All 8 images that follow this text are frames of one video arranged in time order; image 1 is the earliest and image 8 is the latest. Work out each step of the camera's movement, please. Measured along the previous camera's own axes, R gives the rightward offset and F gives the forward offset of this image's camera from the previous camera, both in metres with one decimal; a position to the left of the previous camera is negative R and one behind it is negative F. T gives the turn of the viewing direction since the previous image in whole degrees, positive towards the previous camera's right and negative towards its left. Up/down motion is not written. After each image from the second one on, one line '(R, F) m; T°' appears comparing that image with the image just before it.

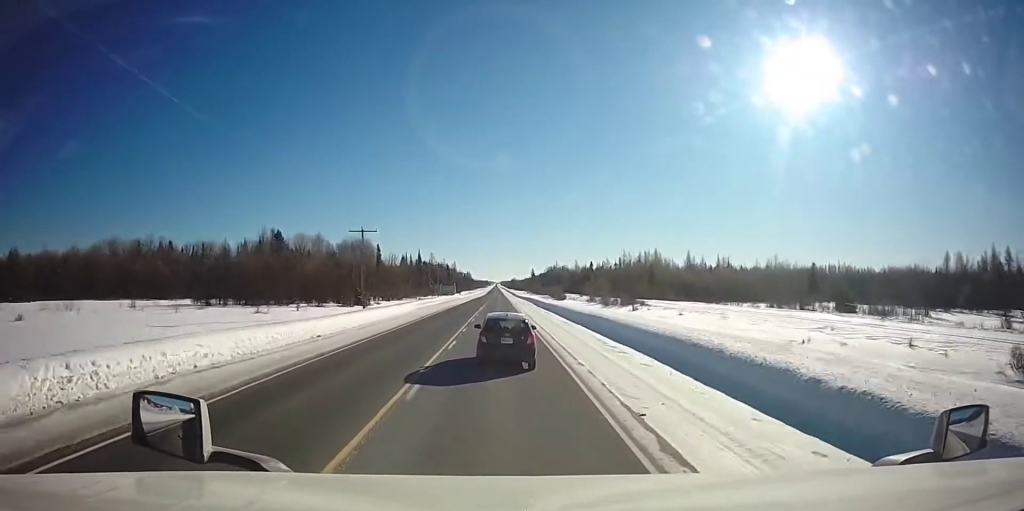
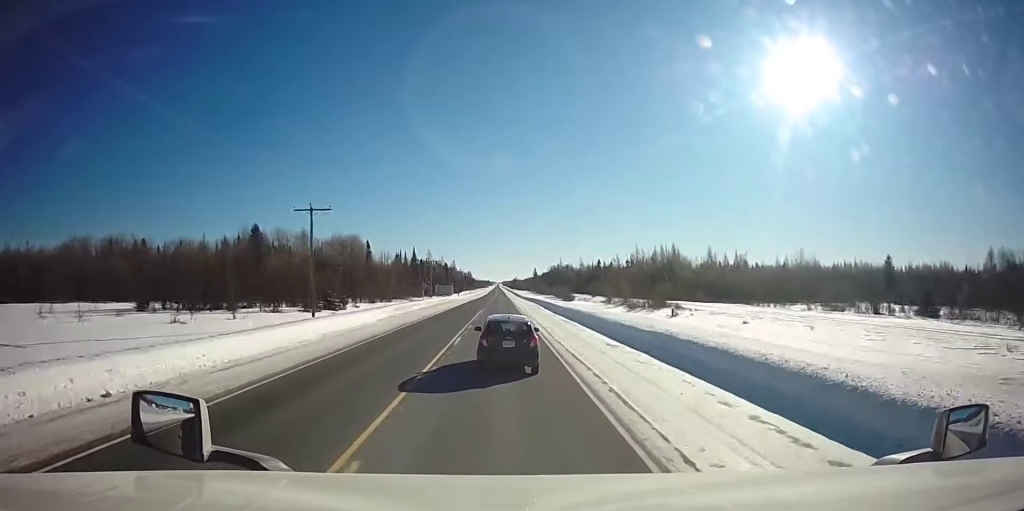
(0.0, +16.3) m; 0°
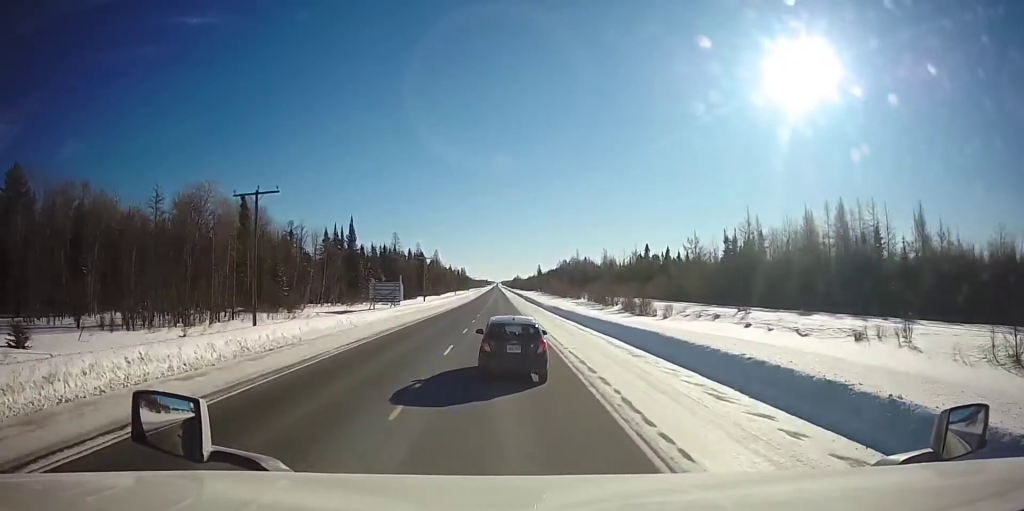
(-1.2, +82.7) m; -1°
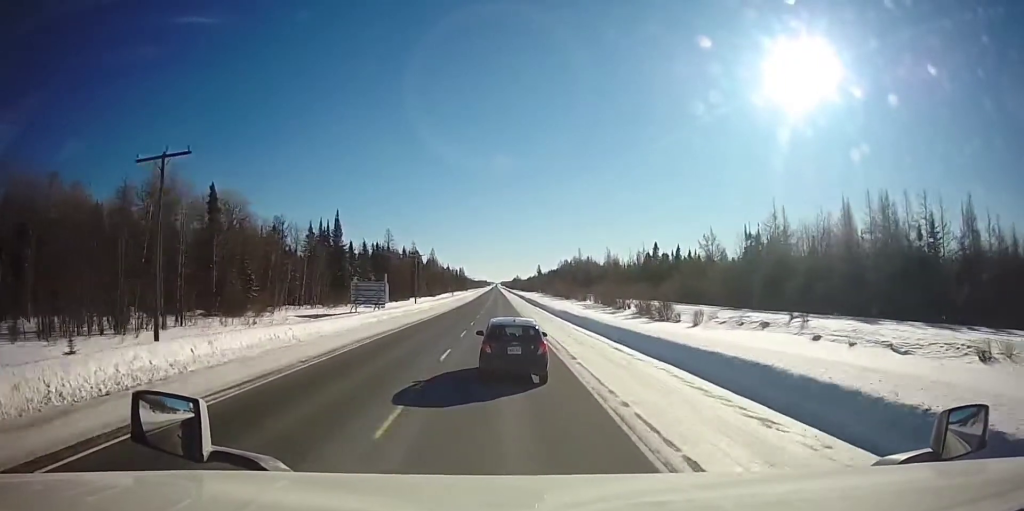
(0.0, +10.1) m; 0°
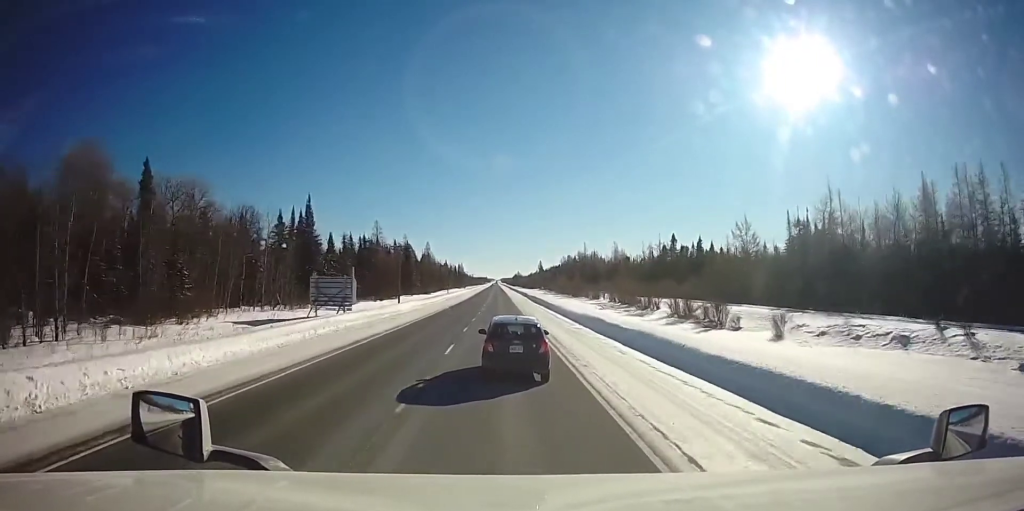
(+0.1, +16.3) m; +1°
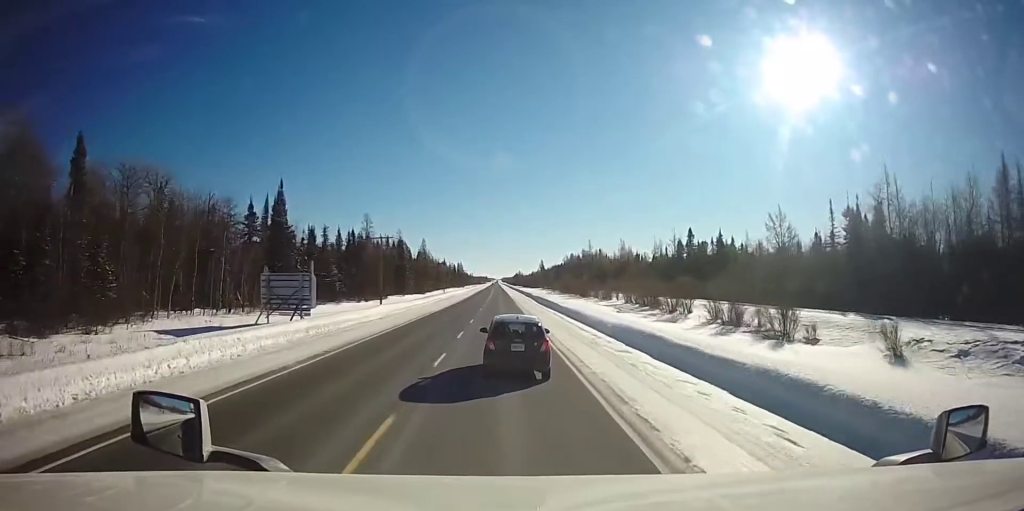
(+0.1, +12.2) m; 0°
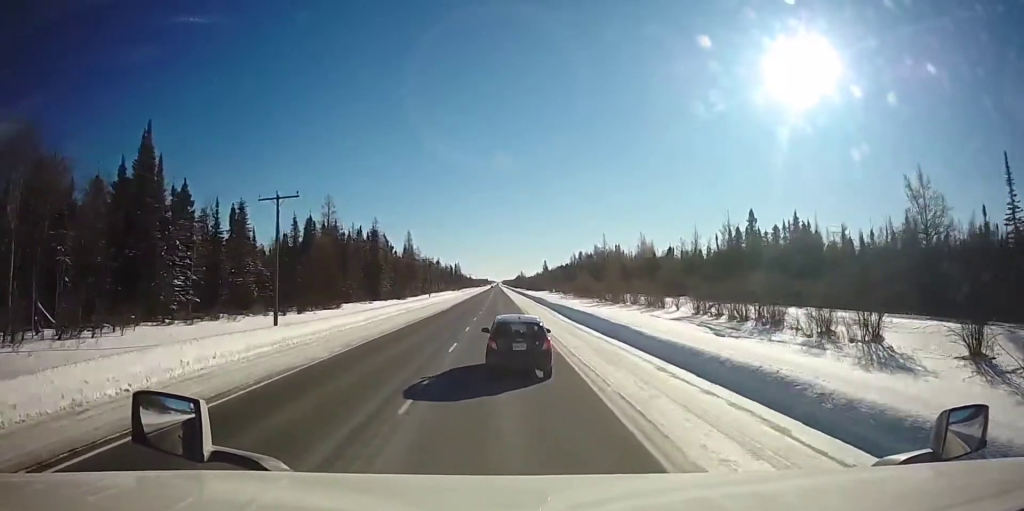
(0.0, +32.3) m; -1°
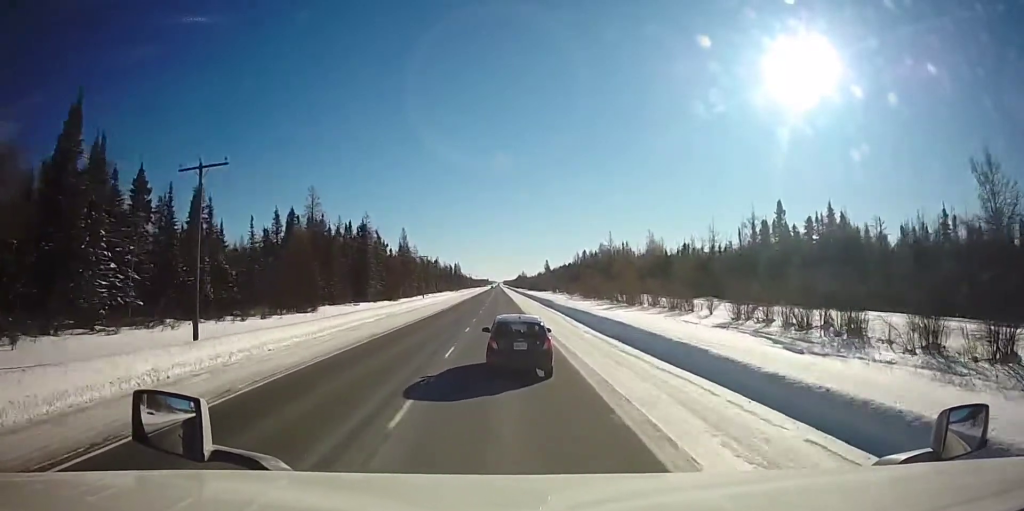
(-0.2, +10.0) m; 0°
